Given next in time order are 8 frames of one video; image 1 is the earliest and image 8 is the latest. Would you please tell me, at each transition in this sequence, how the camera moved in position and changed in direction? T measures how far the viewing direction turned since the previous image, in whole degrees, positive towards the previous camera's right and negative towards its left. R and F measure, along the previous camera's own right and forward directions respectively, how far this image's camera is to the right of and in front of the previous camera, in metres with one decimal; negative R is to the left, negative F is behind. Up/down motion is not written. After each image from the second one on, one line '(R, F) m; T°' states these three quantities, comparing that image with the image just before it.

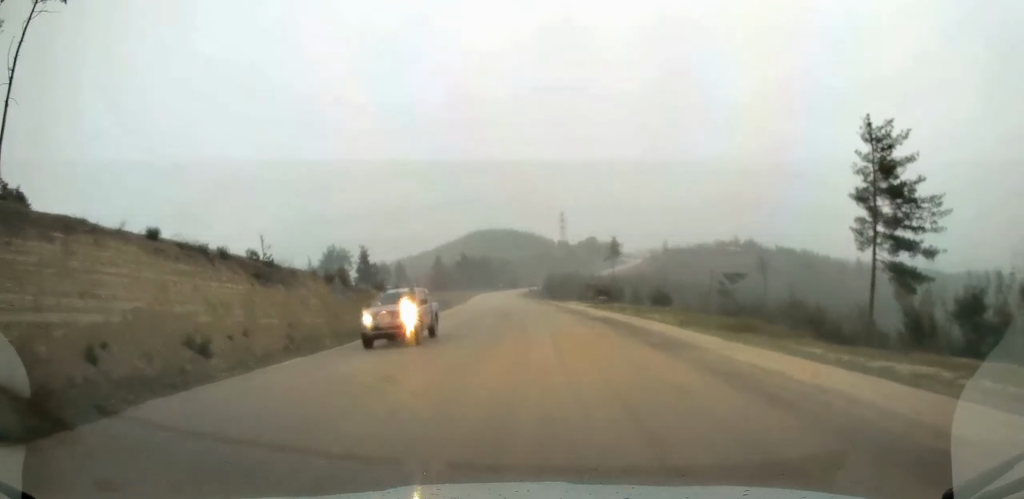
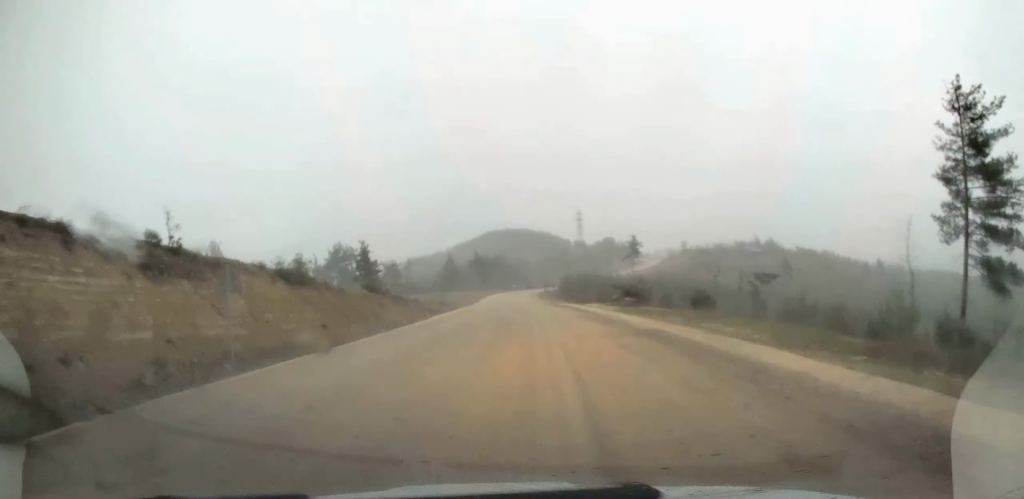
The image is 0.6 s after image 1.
(-0.1, +9.6) m; -1°
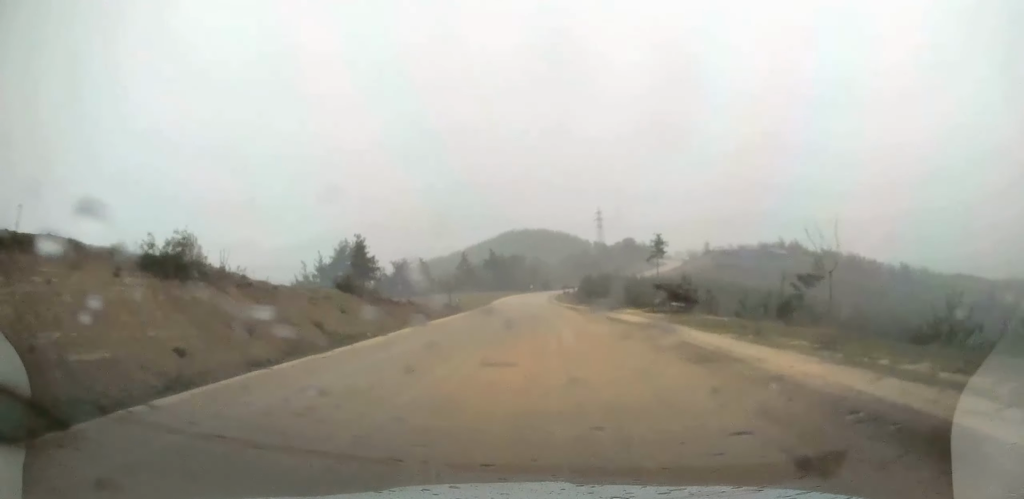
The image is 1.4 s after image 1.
(-0.2, +12.7) m; -2°
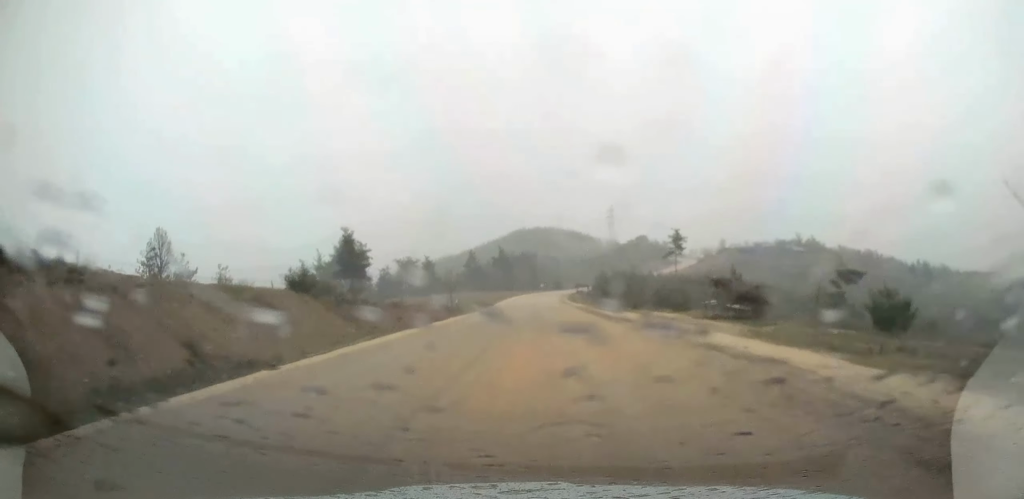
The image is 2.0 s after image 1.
(-0.1, +11.2) m; -1°
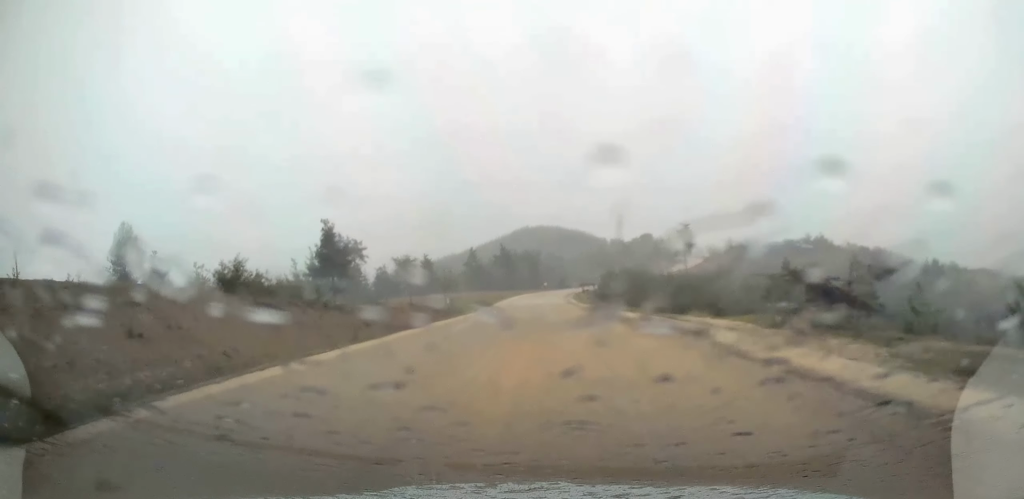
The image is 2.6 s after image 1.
(-0.1, +9.0) m; -1°
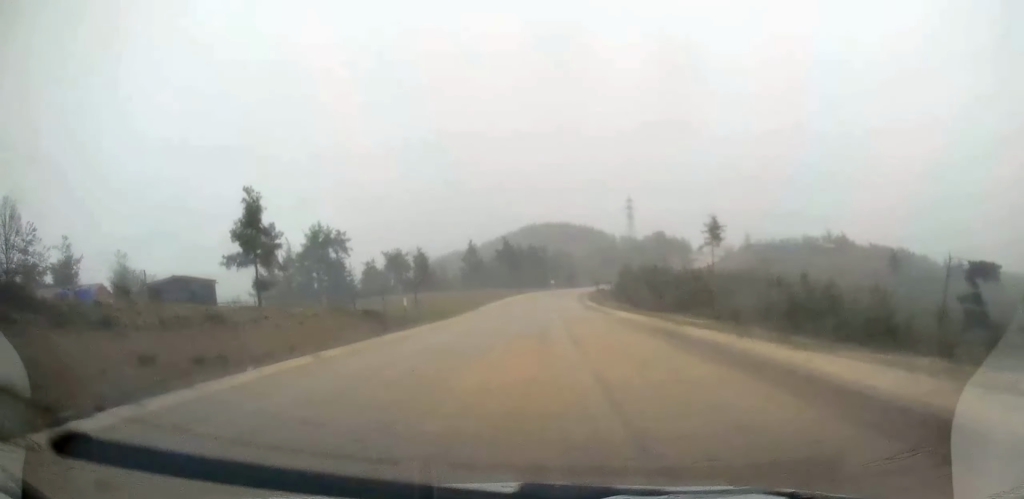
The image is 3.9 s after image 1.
(-0.2, +22.5) m; -1°
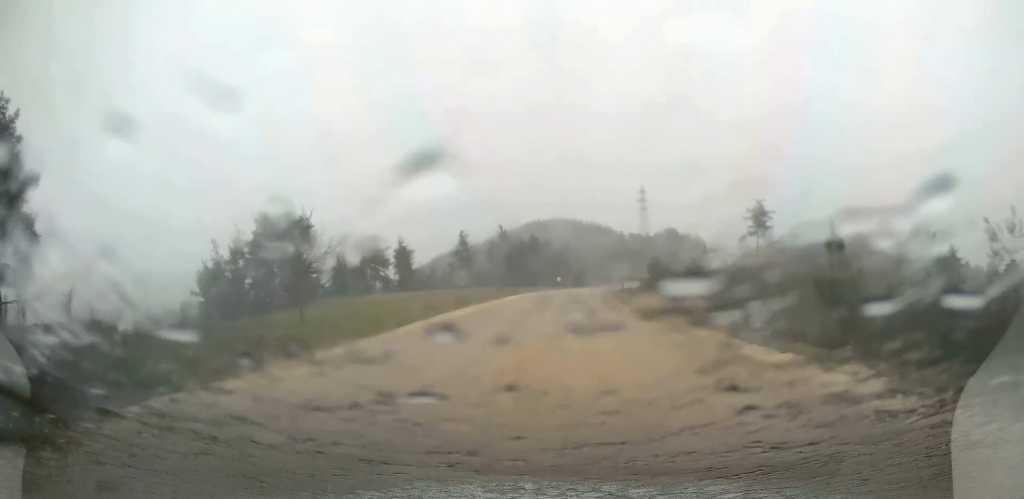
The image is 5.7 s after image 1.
(0.0, +30.4) m; 0°
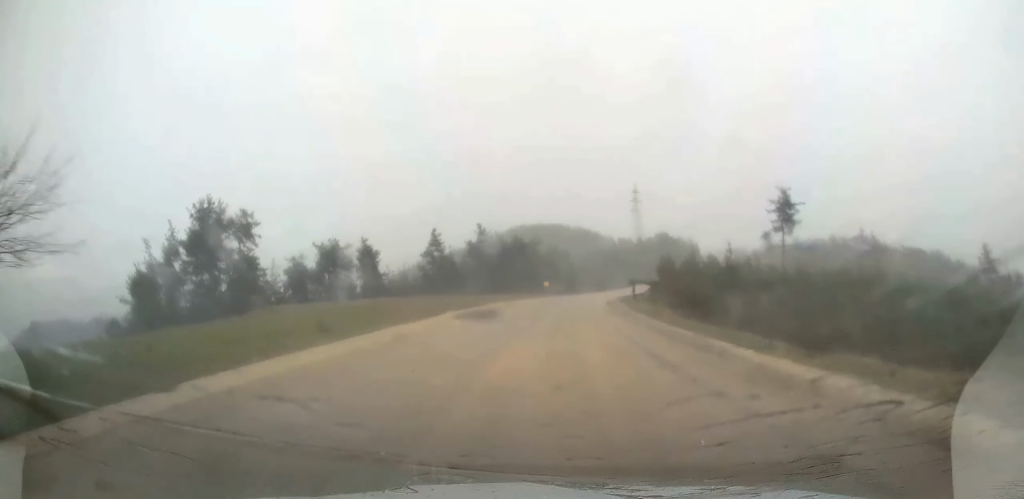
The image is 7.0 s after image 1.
(+0.3, +21.8) m; +2°
